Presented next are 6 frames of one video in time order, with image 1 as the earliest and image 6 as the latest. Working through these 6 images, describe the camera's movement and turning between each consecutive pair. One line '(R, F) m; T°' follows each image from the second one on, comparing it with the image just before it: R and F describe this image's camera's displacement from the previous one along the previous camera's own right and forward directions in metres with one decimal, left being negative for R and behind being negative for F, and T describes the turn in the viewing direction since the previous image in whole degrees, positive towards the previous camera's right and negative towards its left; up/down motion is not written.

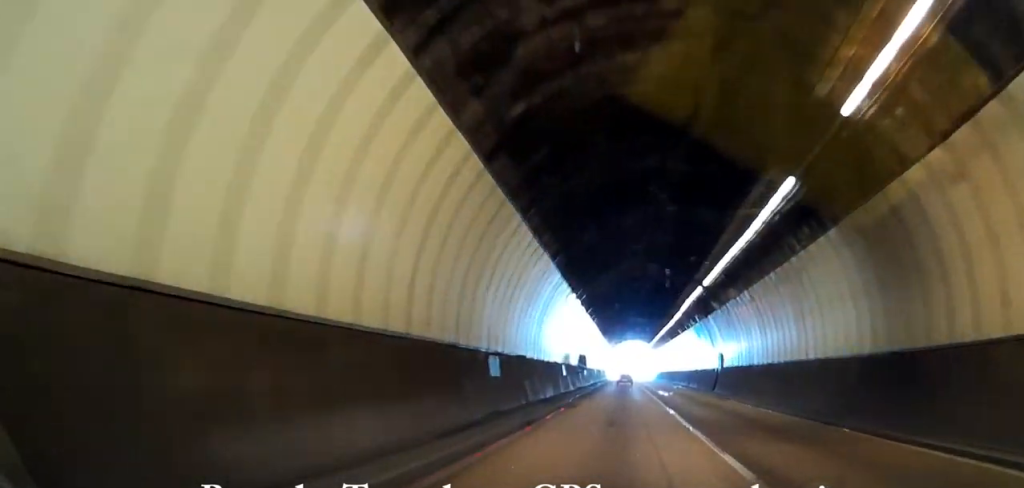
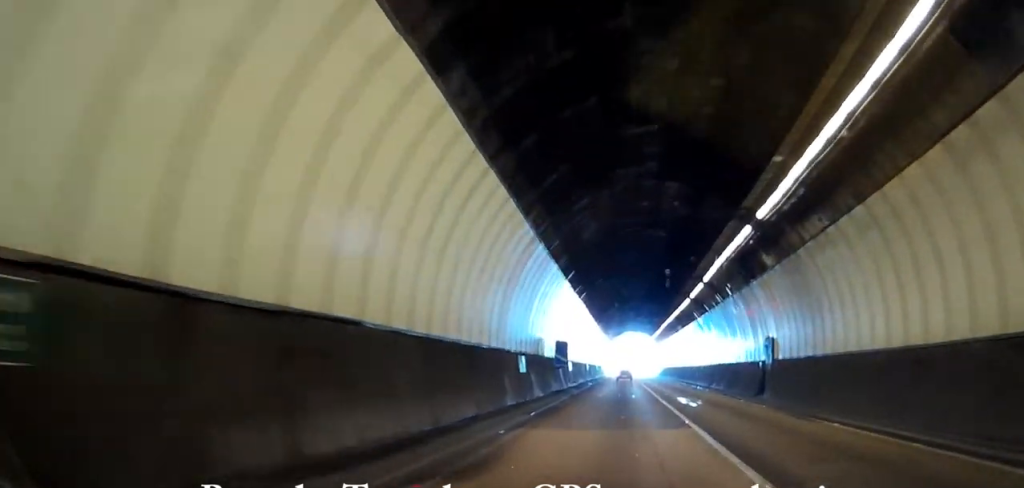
(0.0, +17.6) m; 0°
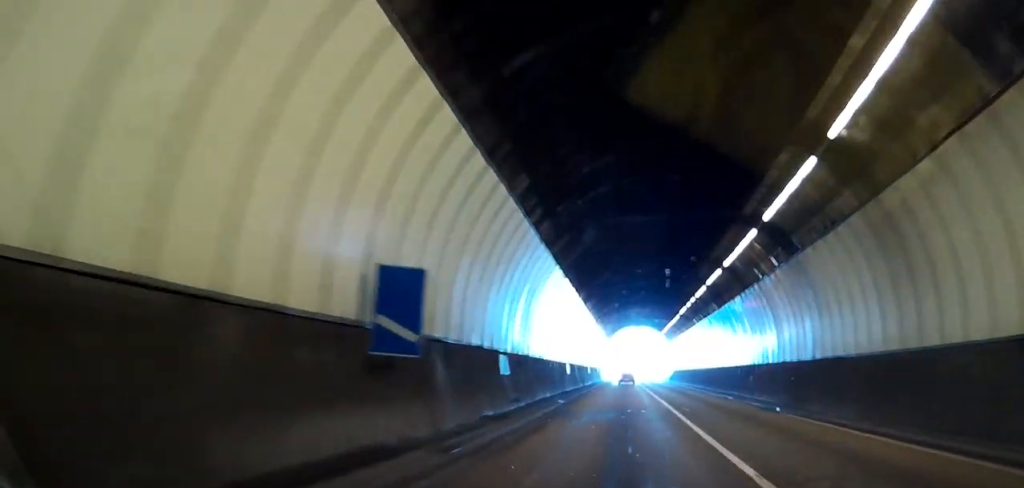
(0.0, +27.3) m; 0°
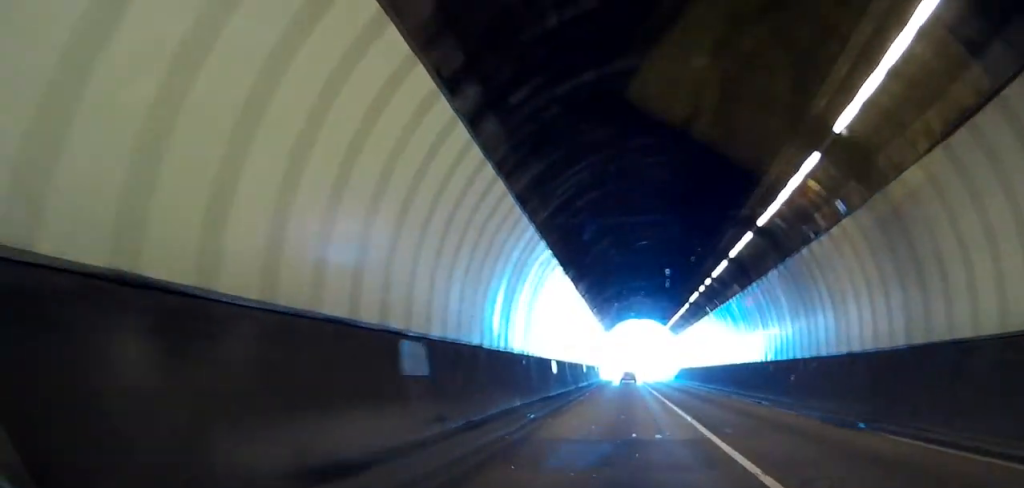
(0.0, +9.5) m; 0°
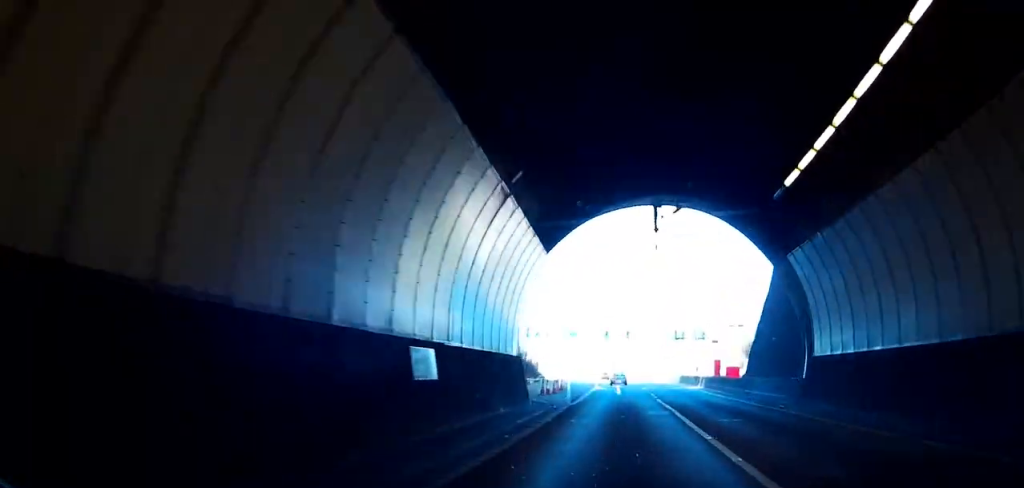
(0.0, +72.8) m; 0°
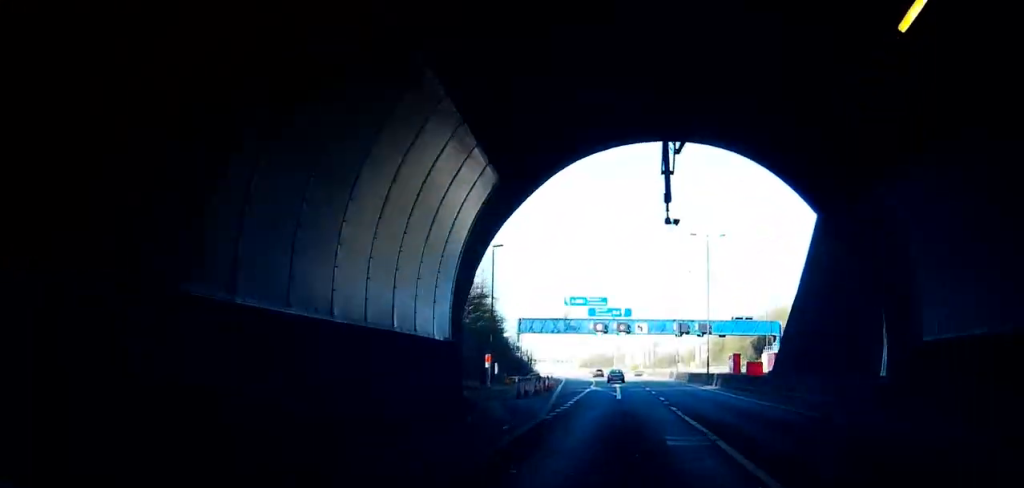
(0.0, +10.7) m; 0°
